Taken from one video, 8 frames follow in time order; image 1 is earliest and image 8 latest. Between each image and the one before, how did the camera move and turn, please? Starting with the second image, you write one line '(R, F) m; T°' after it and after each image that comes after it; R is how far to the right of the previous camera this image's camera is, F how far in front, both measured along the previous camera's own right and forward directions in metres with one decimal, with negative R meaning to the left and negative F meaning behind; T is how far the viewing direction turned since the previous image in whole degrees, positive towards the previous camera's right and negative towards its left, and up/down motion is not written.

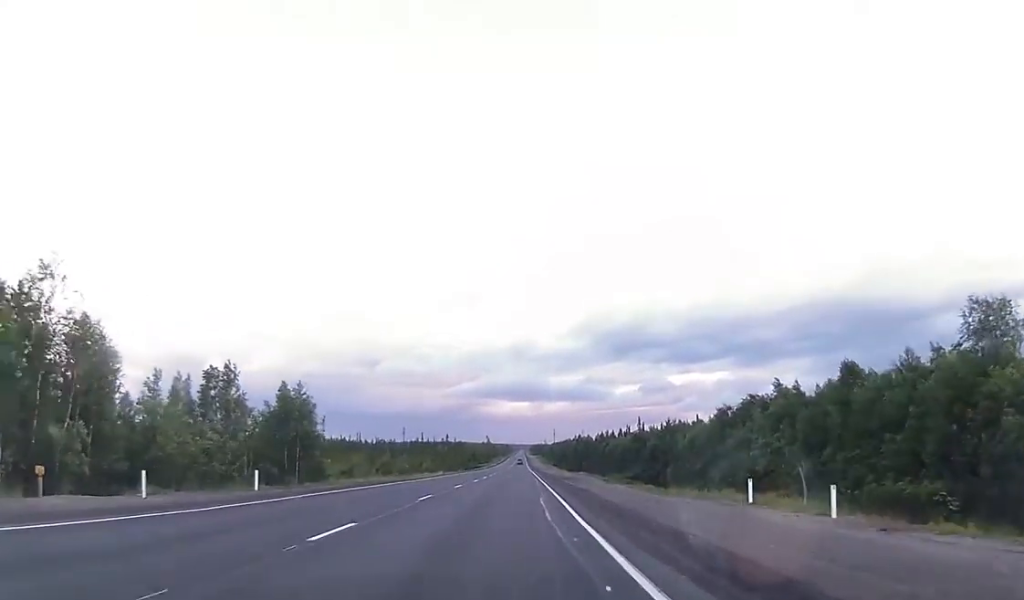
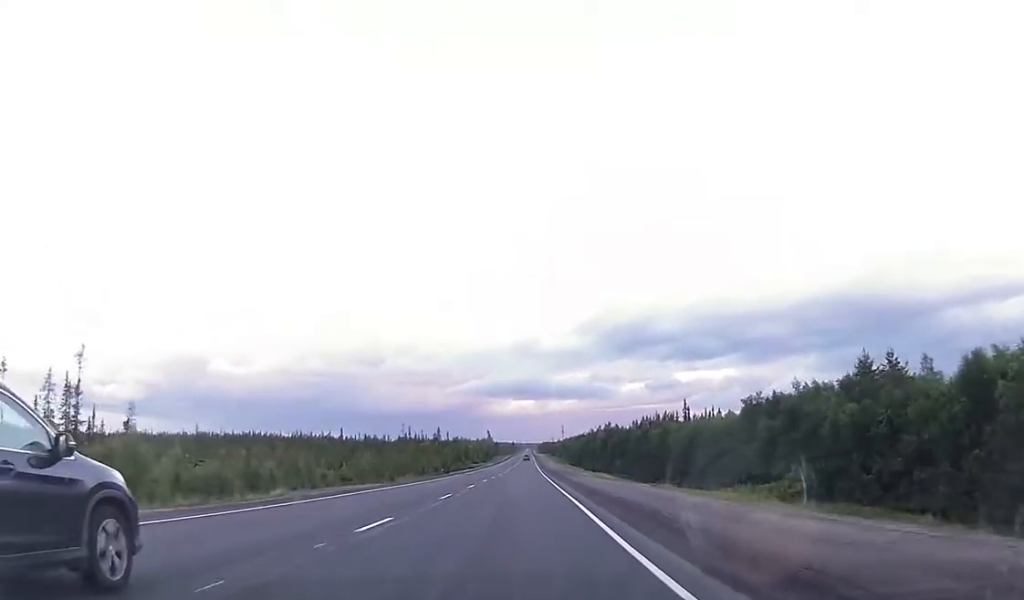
(-0.2, +69.8) m; +1°
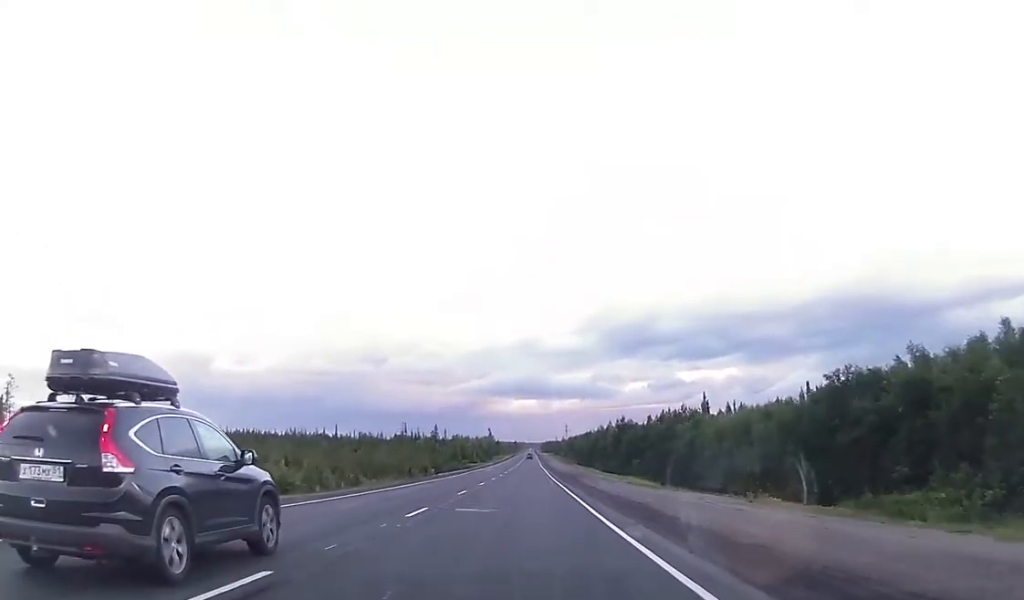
(+0.3, +19.8) m; 0°
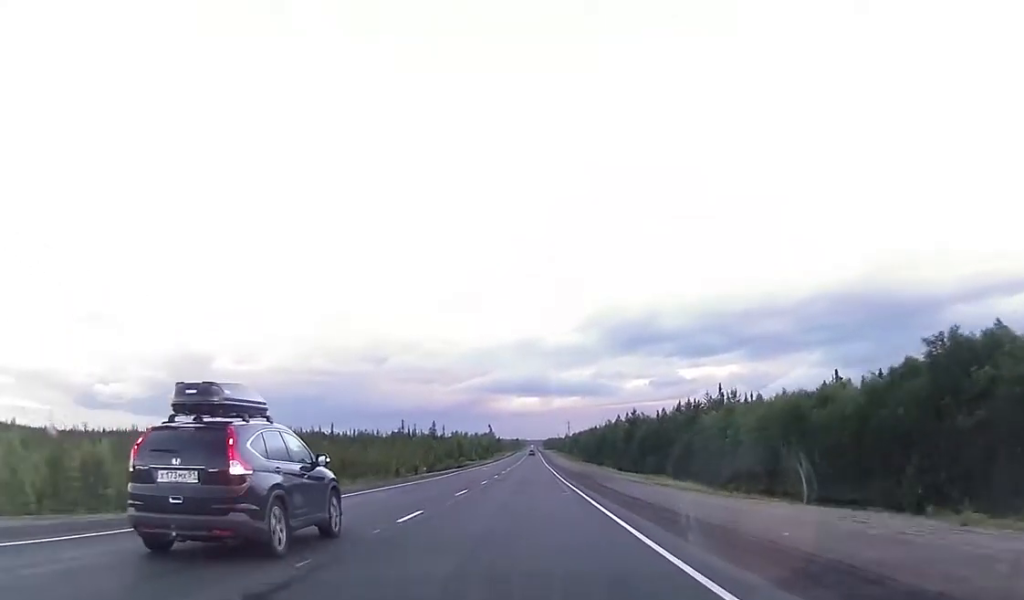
(0.0, +13.9) m; 0°
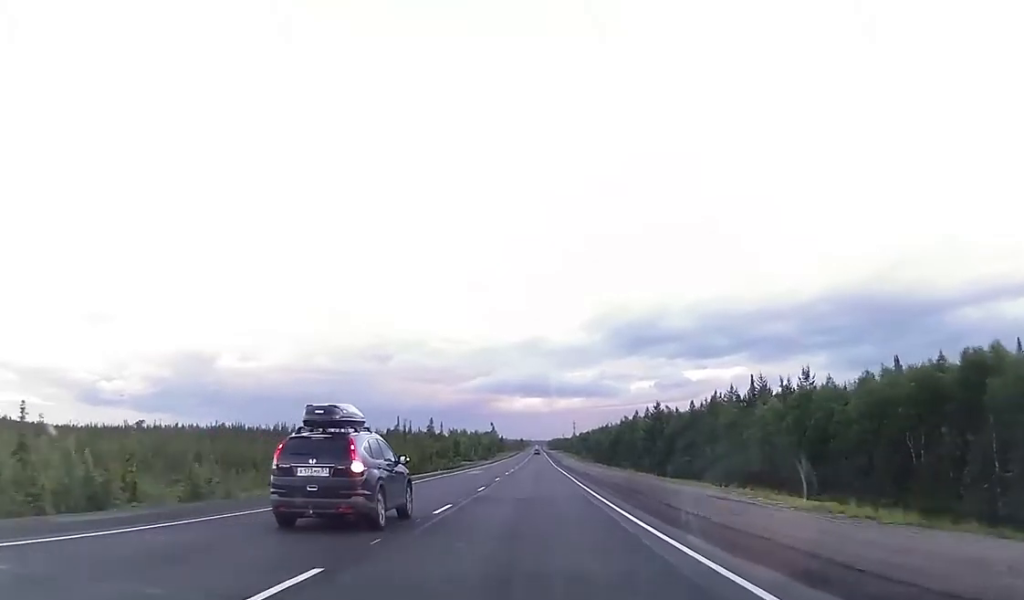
(-0.3, +21.9) m; 0°
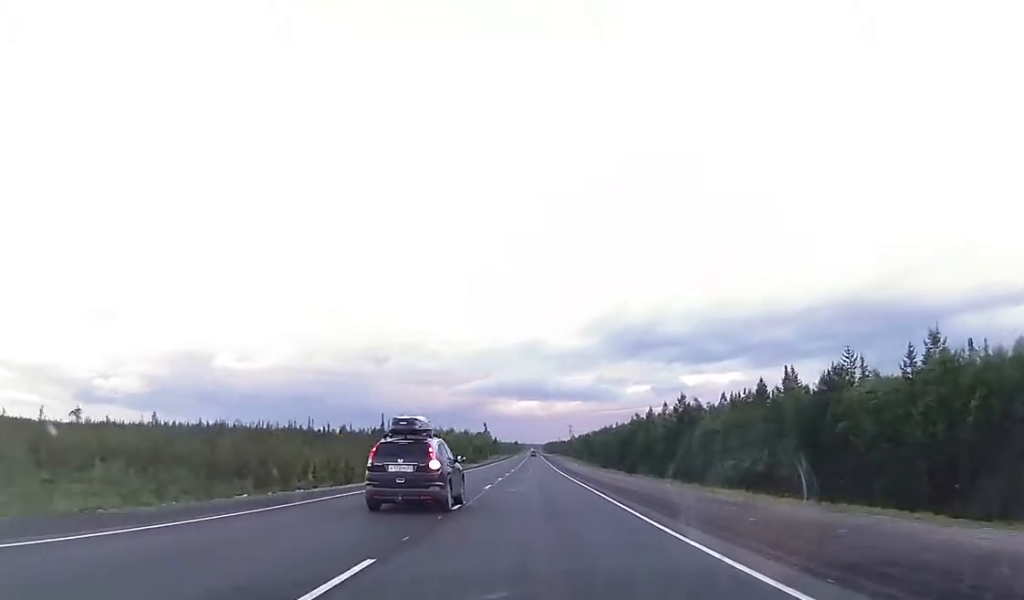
(+0.1, +22.9) m; 0°
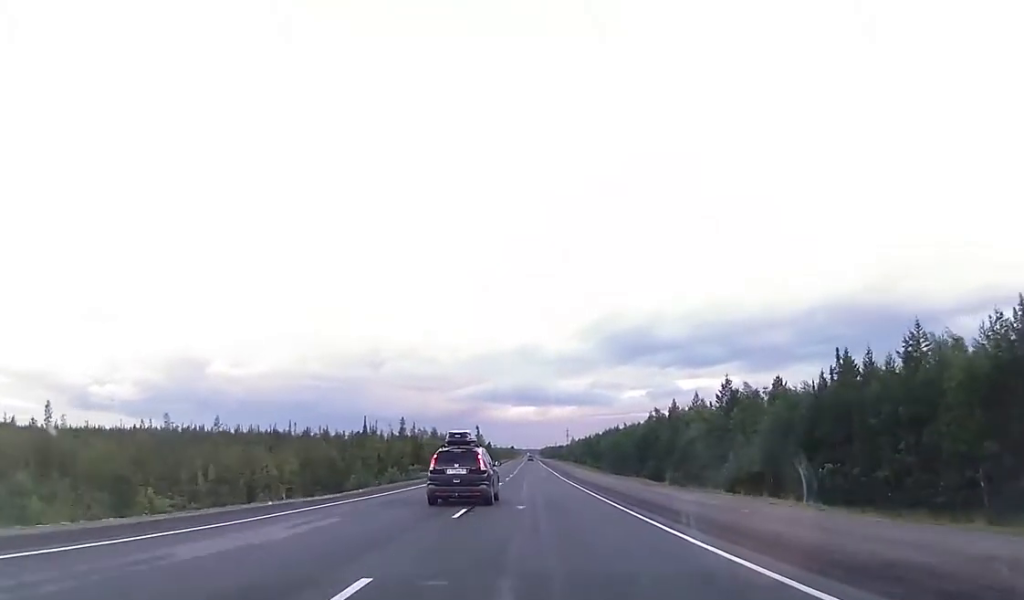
(-0.1, +24.9) m; 0°
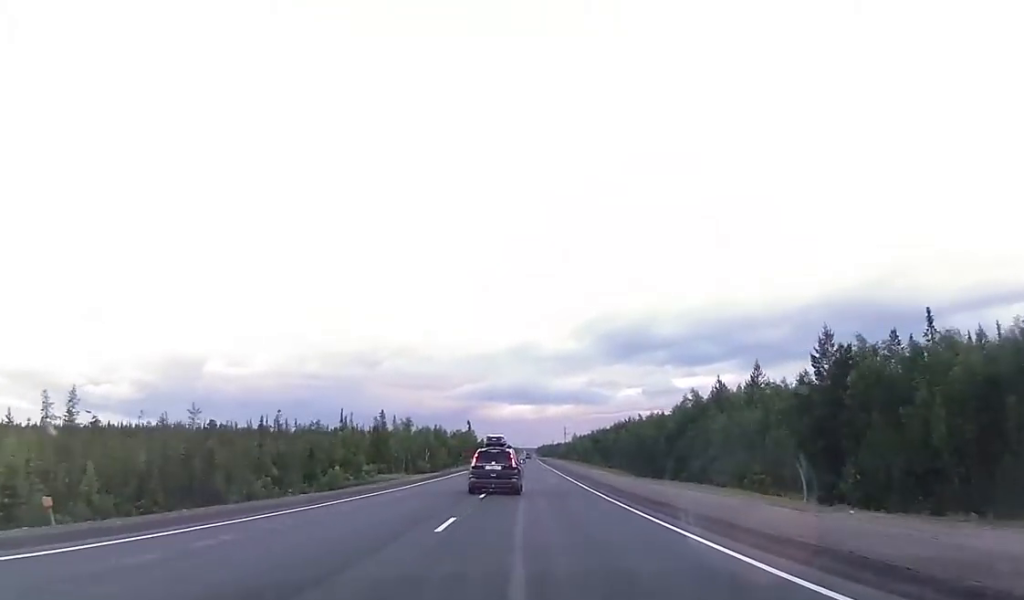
(-0.1, +28.0) m; 0°
